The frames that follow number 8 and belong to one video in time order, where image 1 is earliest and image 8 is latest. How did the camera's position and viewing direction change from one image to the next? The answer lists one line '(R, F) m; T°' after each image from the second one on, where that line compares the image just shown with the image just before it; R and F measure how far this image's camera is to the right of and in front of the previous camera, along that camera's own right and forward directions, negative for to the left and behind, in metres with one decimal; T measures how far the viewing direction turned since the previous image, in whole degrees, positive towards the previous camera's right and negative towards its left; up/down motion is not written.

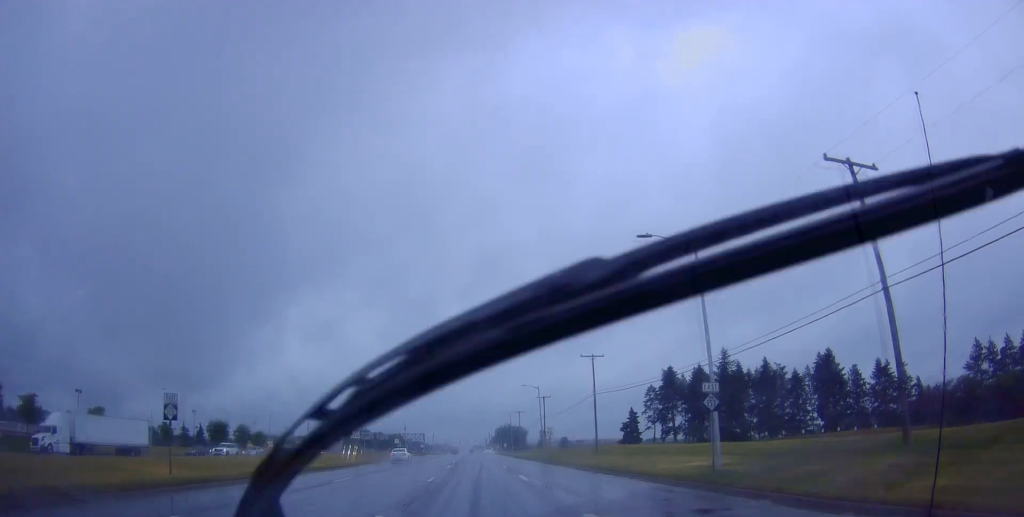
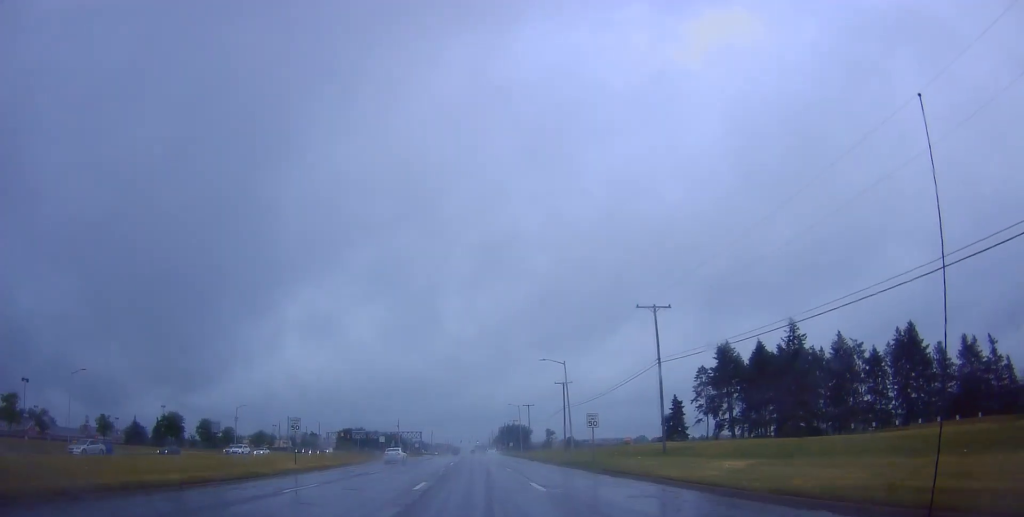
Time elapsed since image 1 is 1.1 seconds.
(0.0, +21.2) m; 0°
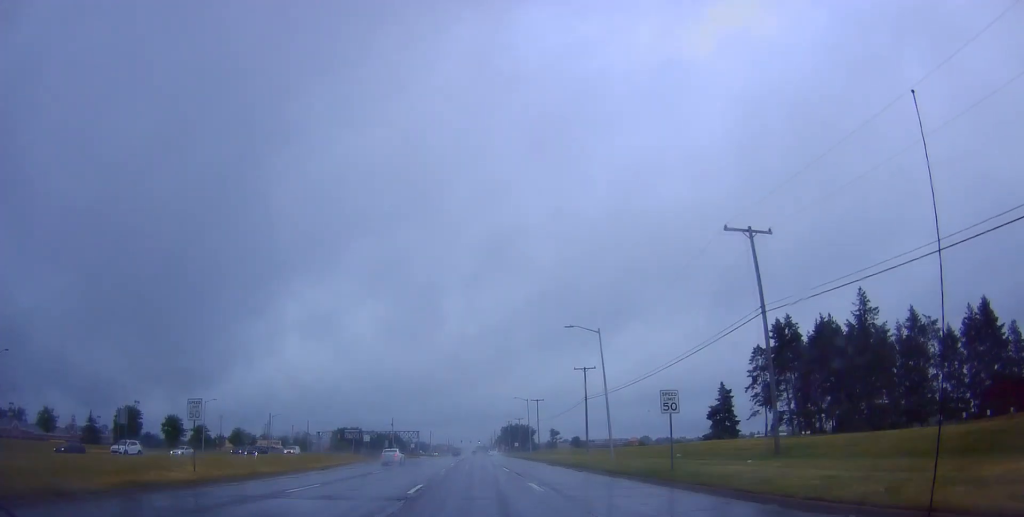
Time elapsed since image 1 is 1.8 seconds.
(0.0, +15.2) m; 0°
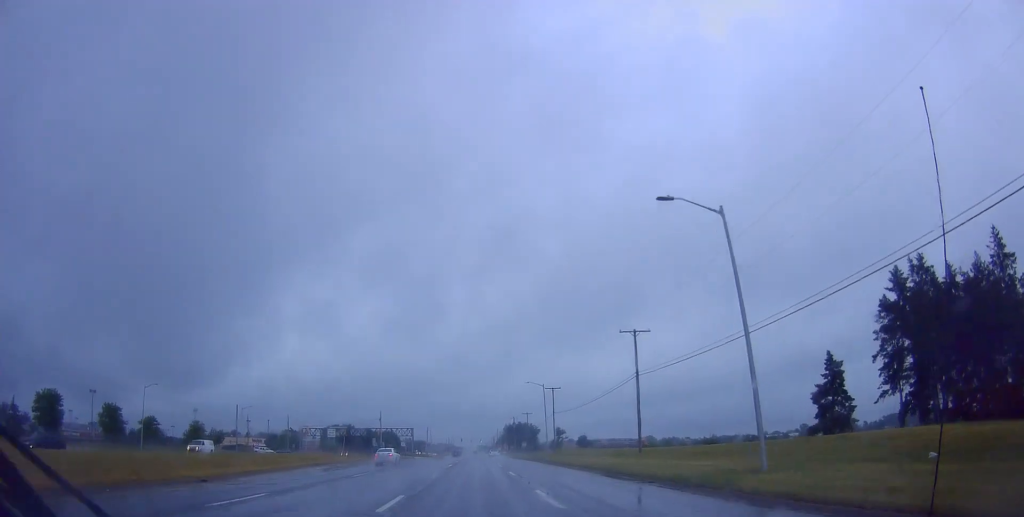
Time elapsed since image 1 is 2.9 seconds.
(0.0, +21.0) m; 0°
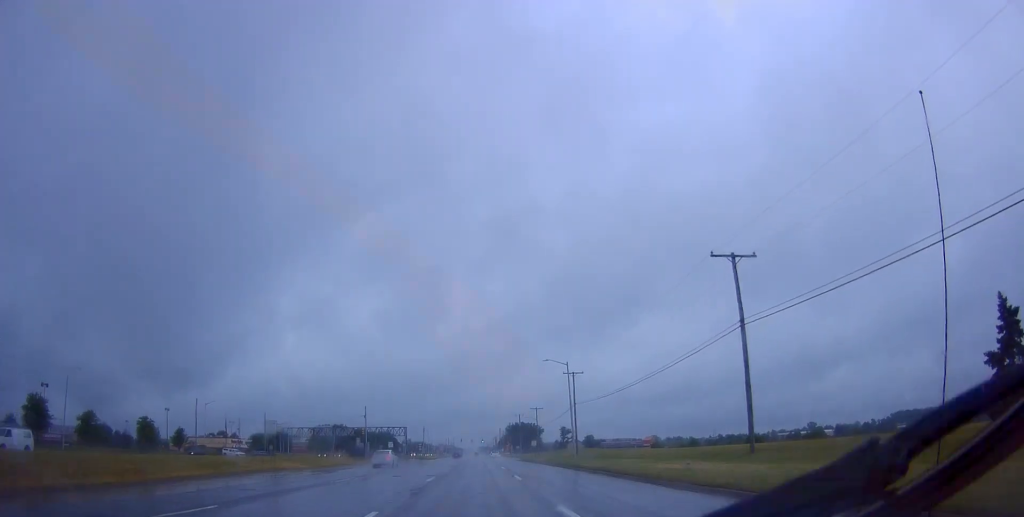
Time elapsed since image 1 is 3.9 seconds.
(0.0, +18.9) m; 0°
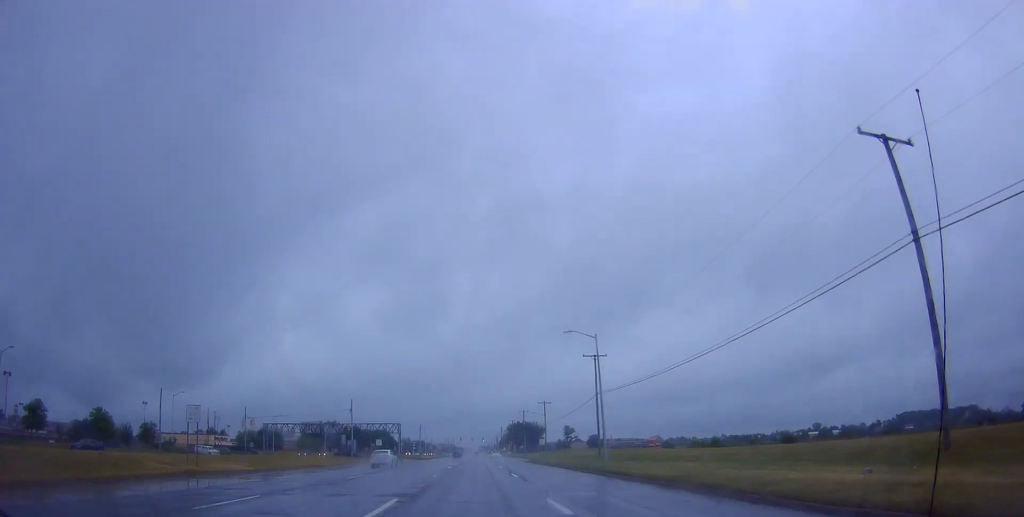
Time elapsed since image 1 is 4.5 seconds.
(0.0, +13.0) m; 0°
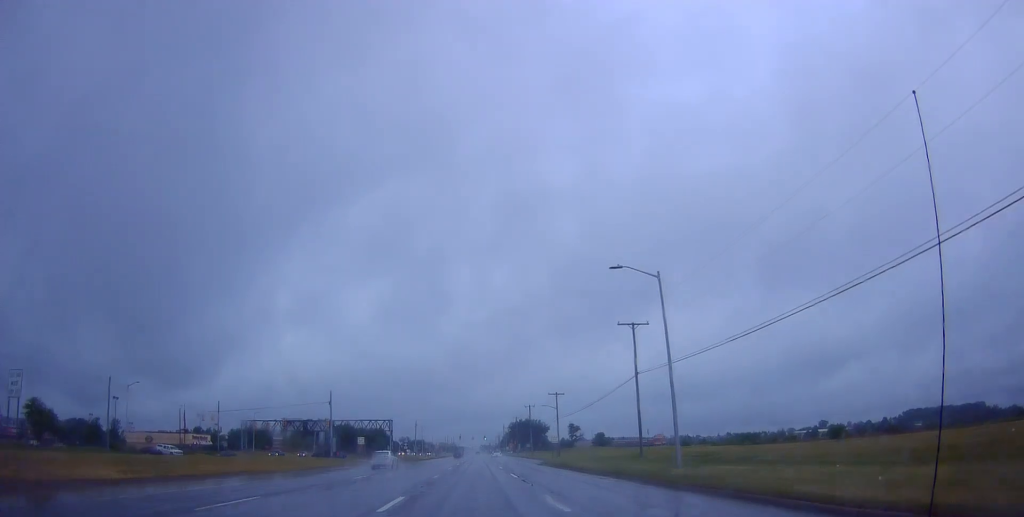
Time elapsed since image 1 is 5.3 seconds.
(0.0, +14.9) m; 0°
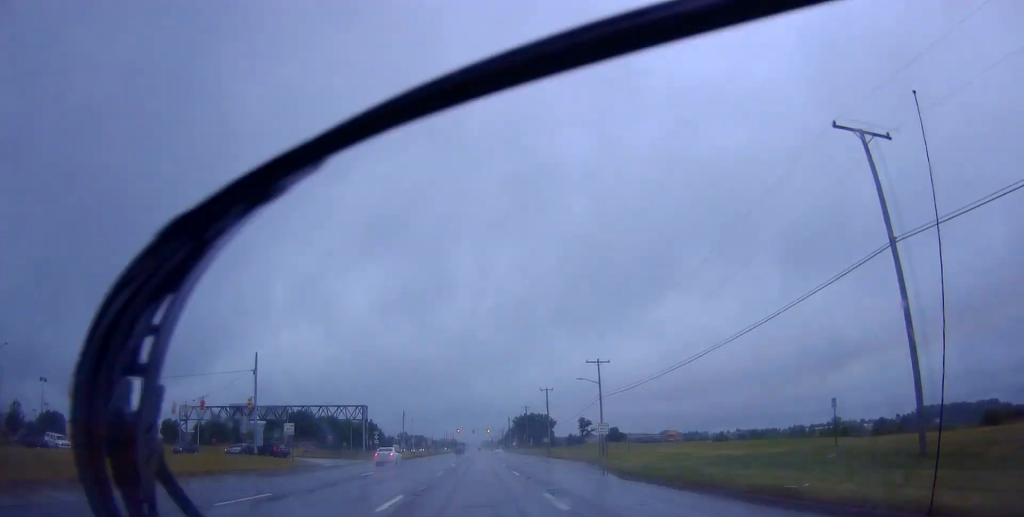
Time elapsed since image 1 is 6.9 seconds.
(0.0, +30.5) m; -1°
